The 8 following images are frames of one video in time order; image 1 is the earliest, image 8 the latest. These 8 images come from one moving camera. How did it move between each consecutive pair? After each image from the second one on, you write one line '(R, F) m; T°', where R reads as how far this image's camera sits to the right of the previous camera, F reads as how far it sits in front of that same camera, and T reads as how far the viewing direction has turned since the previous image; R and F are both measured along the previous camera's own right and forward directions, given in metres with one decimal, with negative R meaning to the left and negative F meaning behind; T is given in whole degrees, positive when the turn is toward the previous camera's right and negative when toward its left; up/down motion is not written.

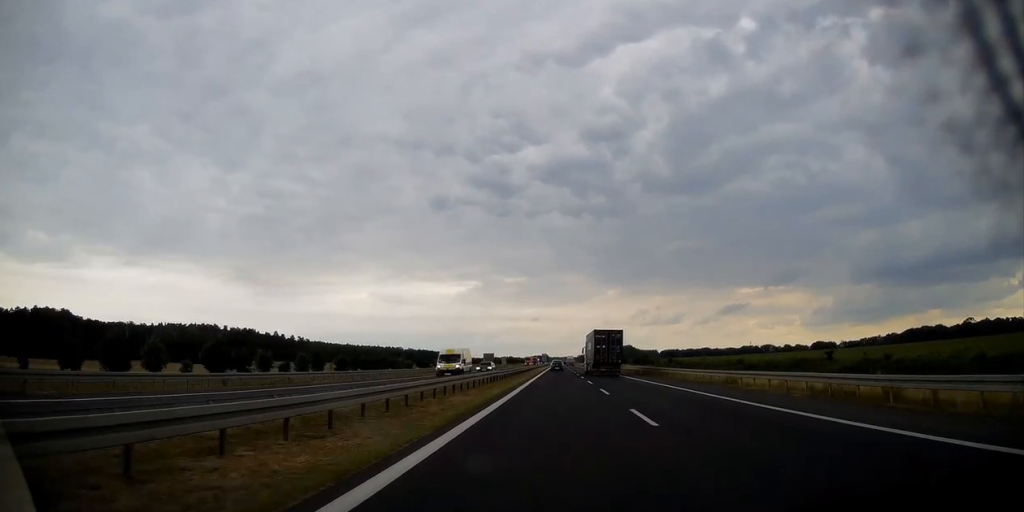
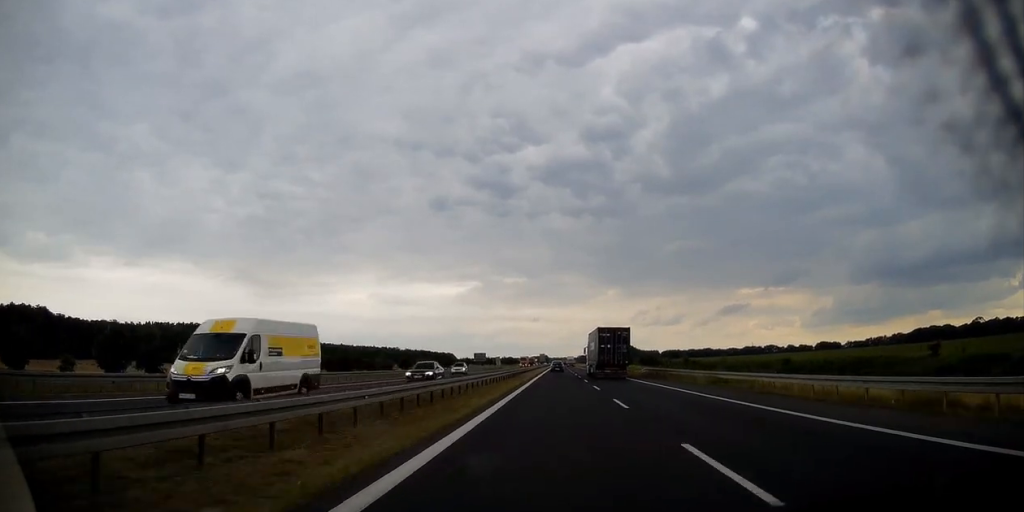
(-0.1, +18.5) m; 0°
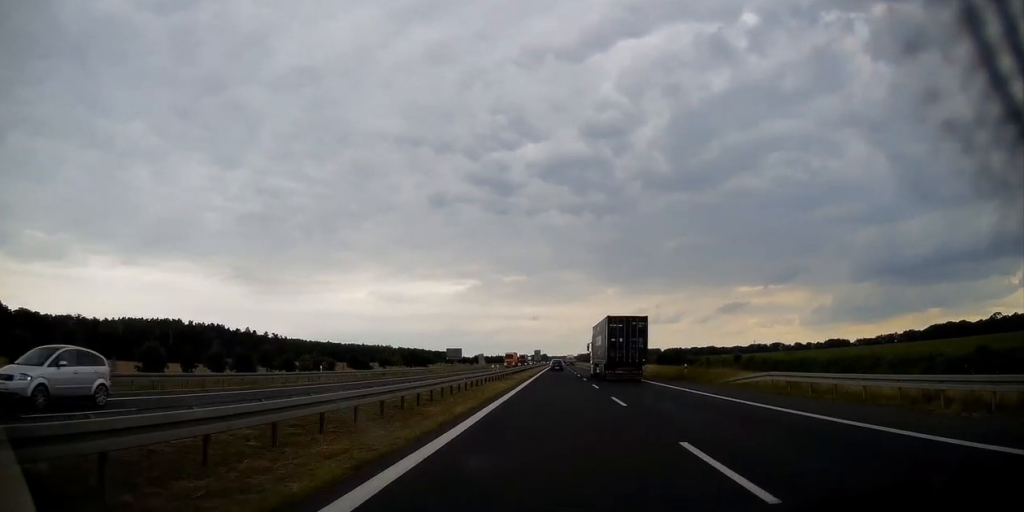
(+0.4, +35.8) m; 0°
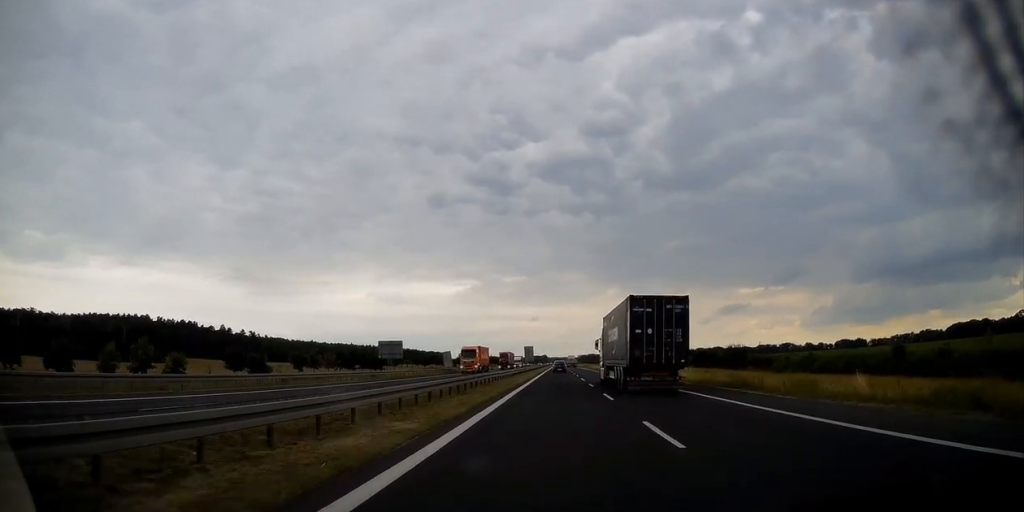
(-0.2, +44.0) m; -1°
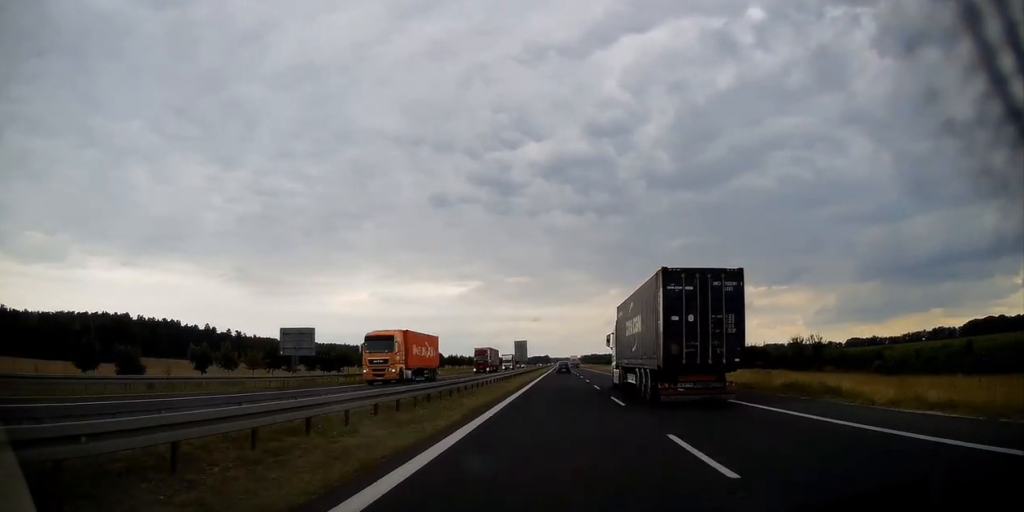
(0.0, +26.7) m; 0°
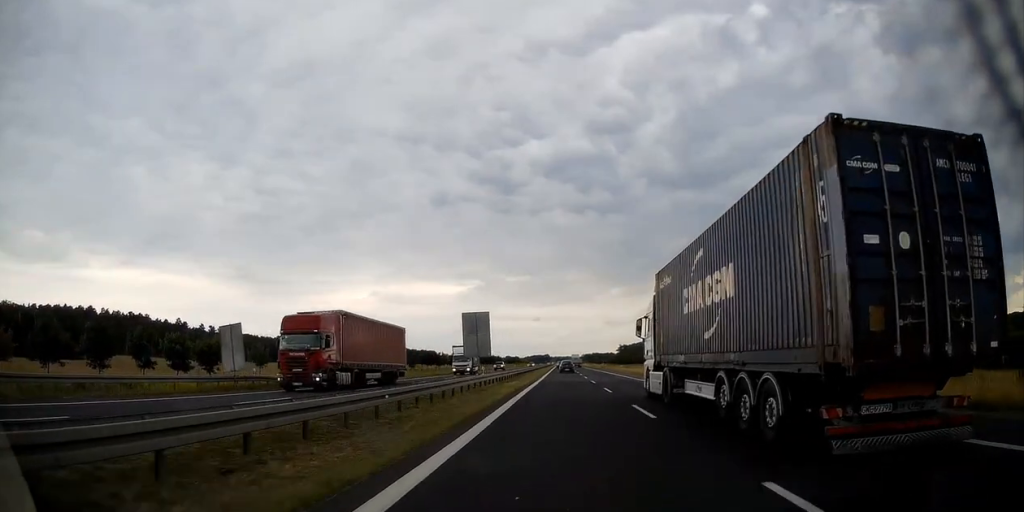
(-0.1, +41.8) m; 0°
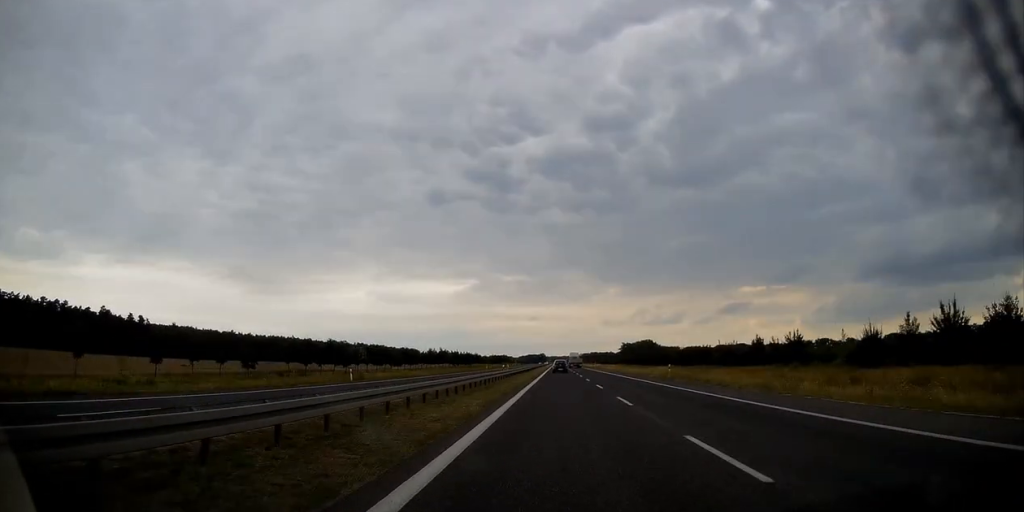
(+0.1, +81.1) m; 0°
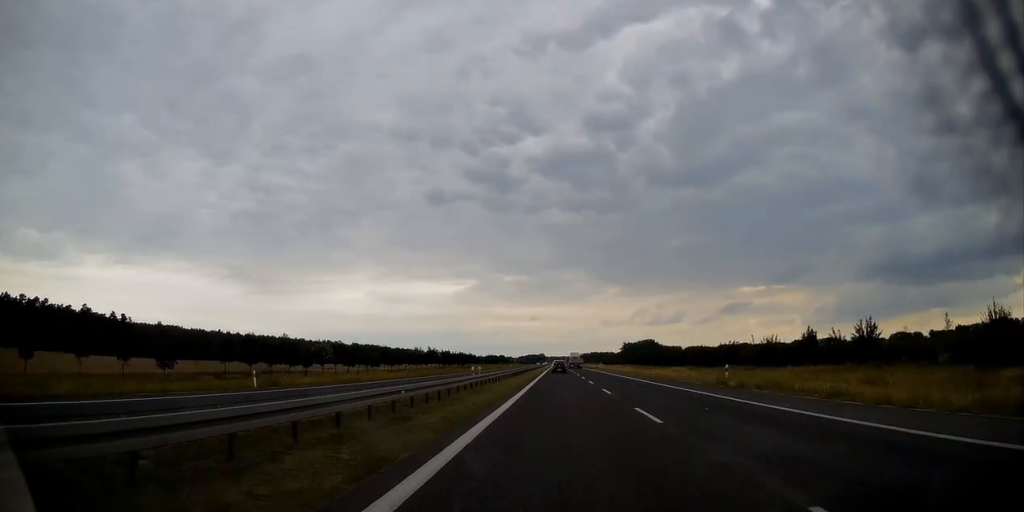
(0.0, +17.4) m; 0°
